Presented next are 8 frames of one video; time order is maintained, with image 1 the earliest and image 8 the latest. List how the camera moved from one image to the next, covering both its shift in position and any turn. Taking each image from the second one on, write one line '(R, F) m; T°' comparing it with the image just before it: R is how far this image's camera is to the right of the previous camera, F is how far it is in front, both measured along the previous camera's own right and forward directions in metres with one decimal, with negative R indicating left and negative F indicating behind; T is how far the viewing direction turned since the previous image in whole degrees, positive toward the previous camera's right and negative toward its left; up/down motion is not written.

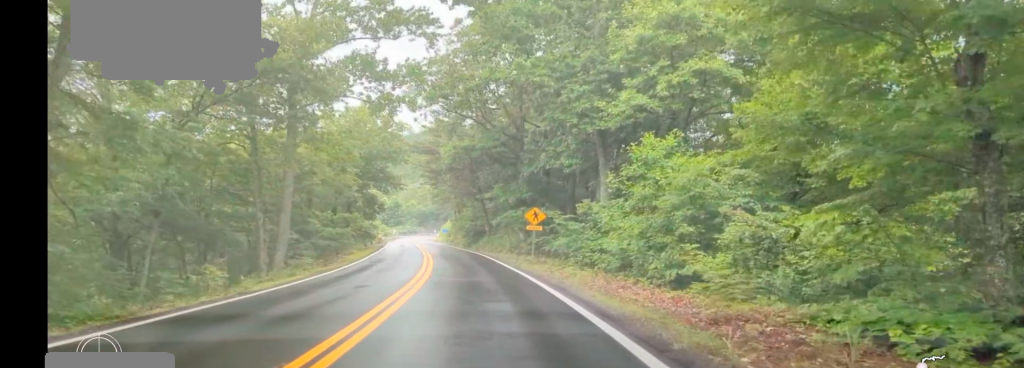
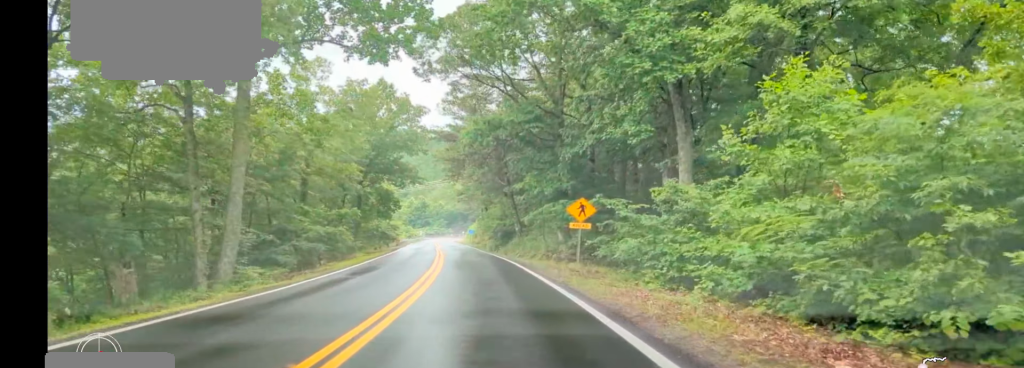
(-0.2, +9.6) m; -3°
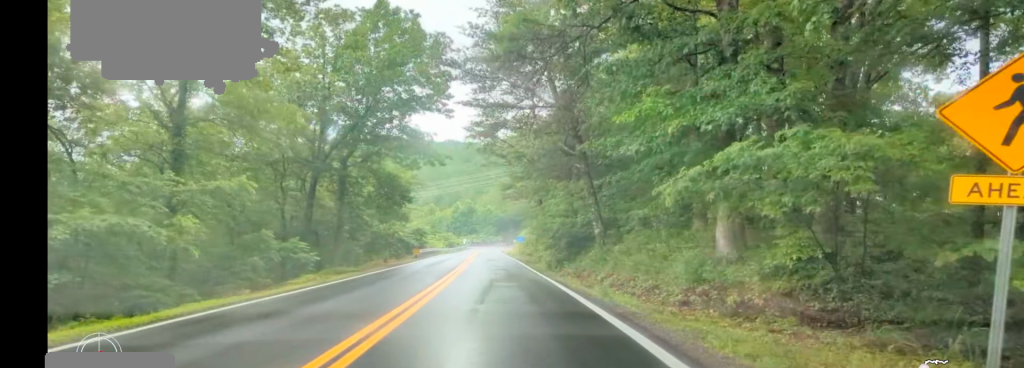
(-1.4, +22.6) m; -4°
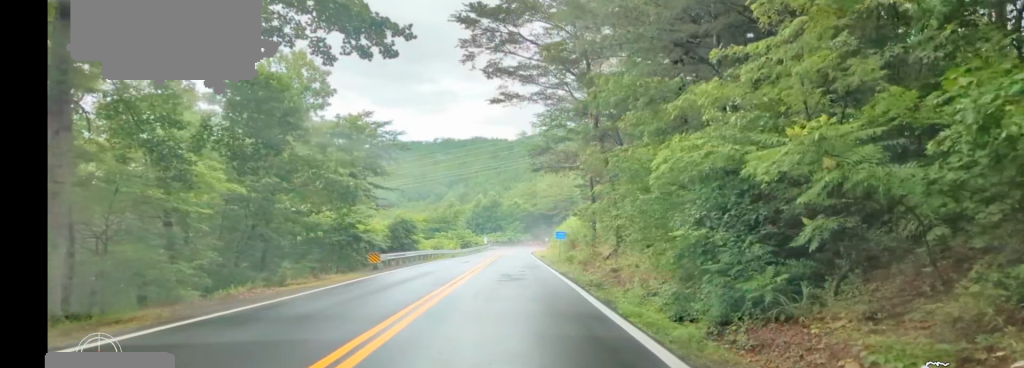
(-0.2, +24.6) m; -3°
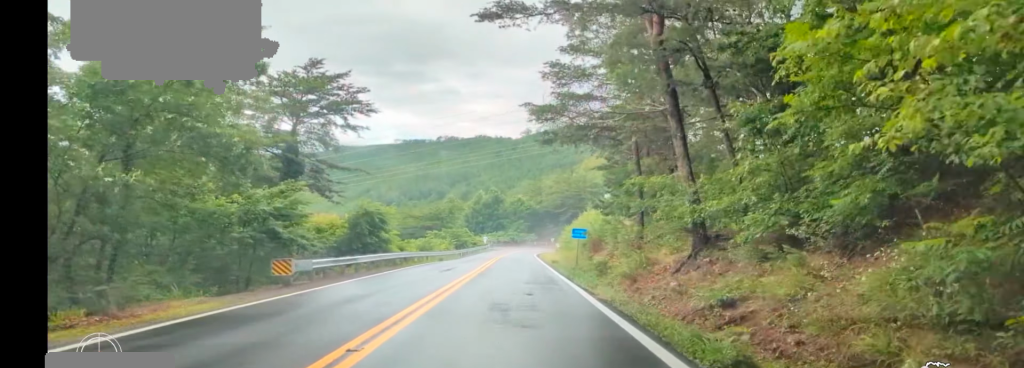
(-0.2, +11.2) m; 0°
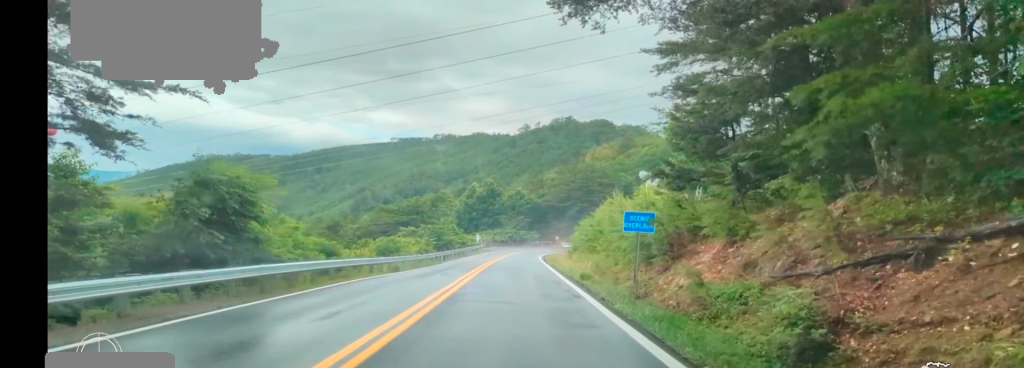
(+0.5, +17.0) m; +2°
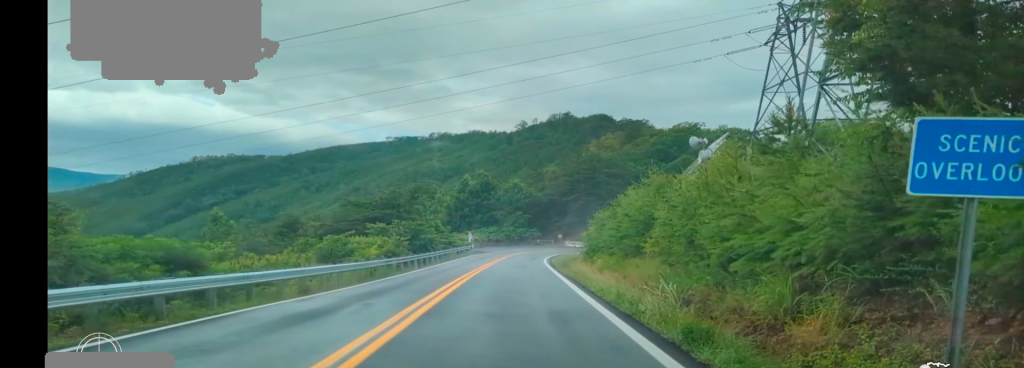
(-0.1, +12.0) m; -1°
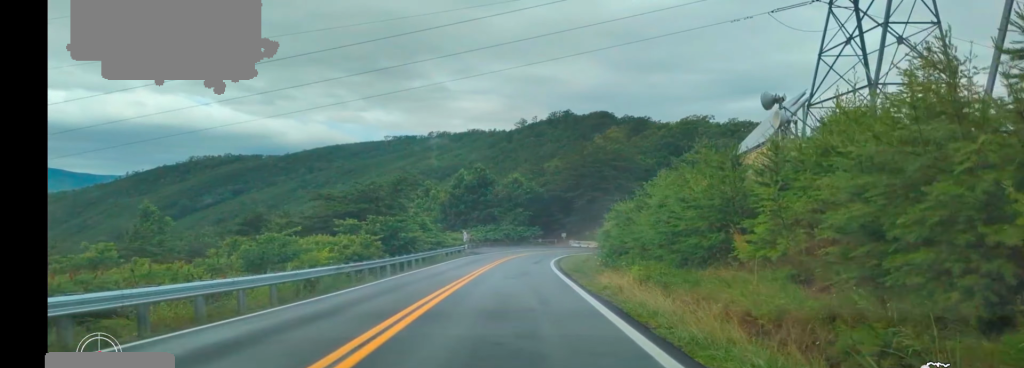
(-0.1, +7.9) m; -1°
